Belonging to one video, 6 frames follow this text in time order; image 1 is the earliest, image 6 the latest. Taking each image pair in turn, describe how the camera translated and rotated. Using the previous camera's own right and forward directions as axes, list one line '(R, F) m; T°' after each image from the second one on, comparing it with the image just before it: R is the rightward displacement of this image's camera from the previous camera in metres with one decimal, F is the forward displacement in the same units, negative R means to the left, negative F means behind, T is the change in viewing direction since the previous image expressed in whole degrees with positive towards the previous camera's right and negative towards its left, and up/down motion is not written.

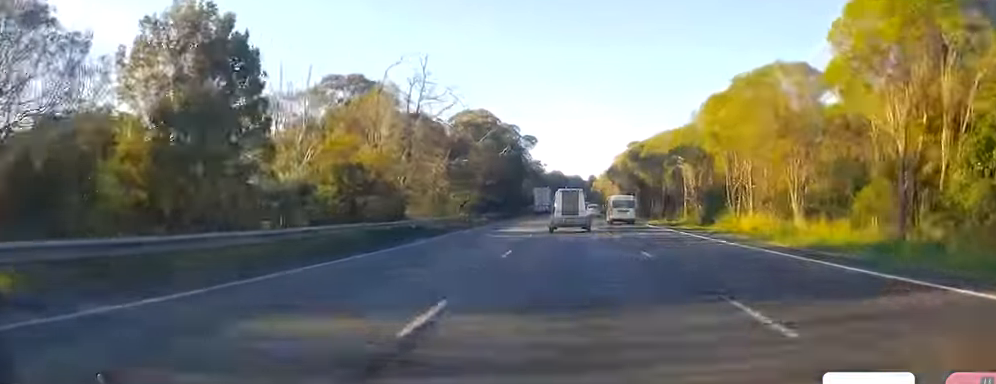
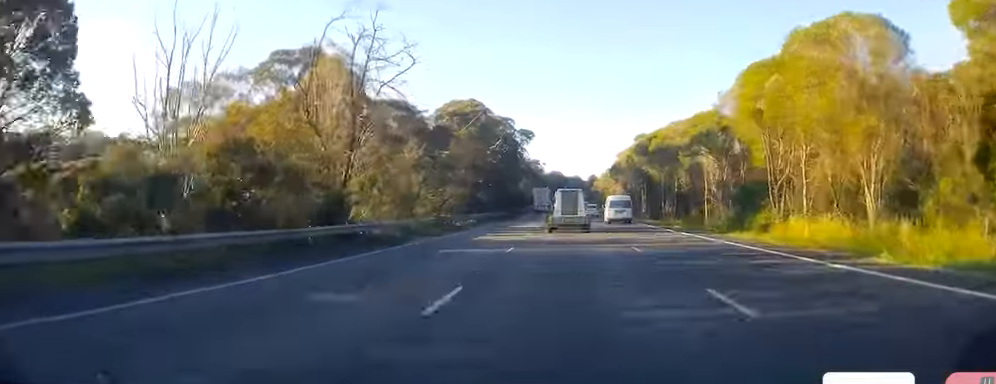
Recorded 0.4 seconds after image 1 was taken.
(-0.5, +10.4) m; -1°
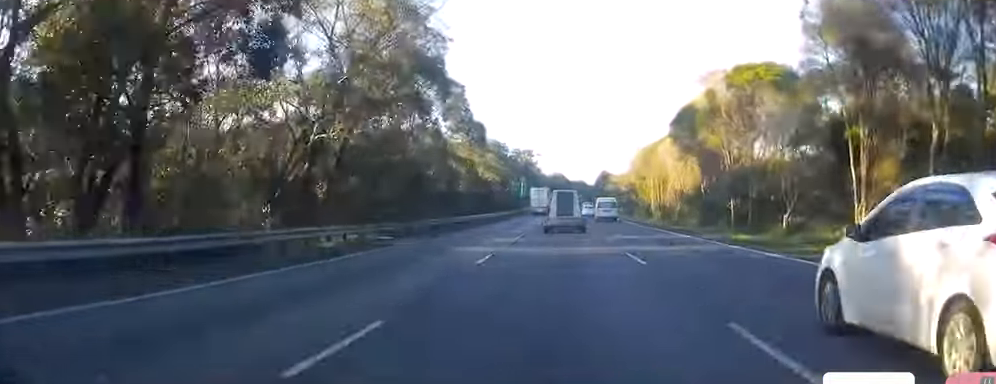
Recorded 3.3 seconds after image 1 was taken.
(+1.4, +76.0) m; +3°
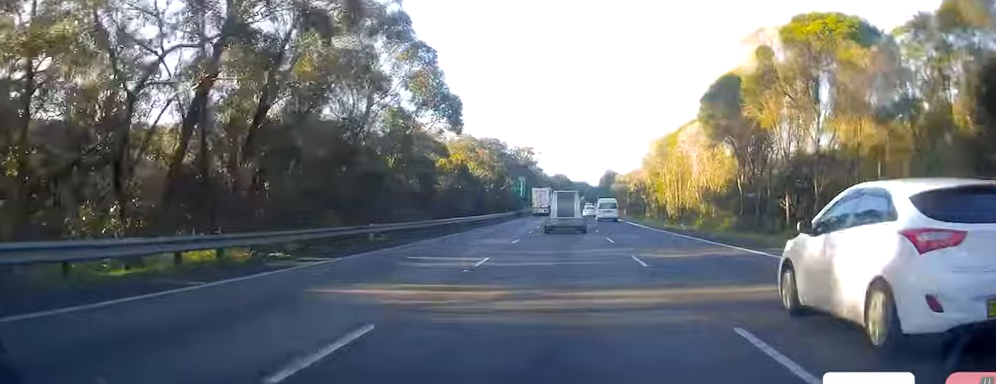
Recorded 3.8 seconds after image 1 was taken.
(-0.1, +12.3) m; +1°
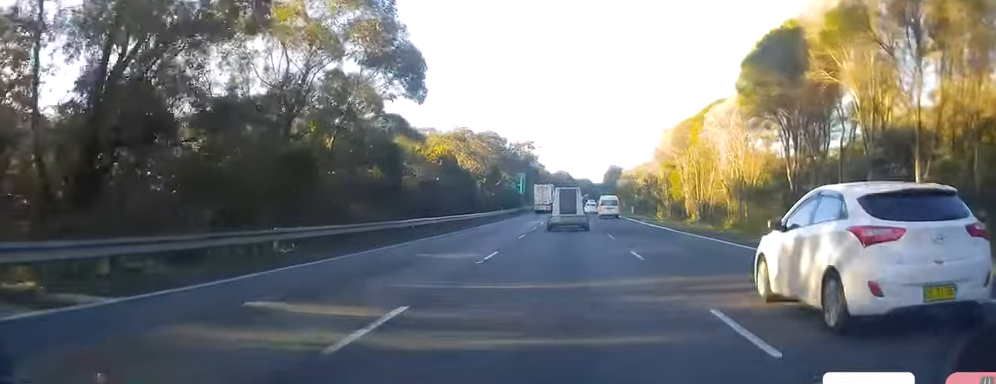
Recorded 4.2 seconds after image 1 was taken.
(+0.3, +10.6) m; 0°
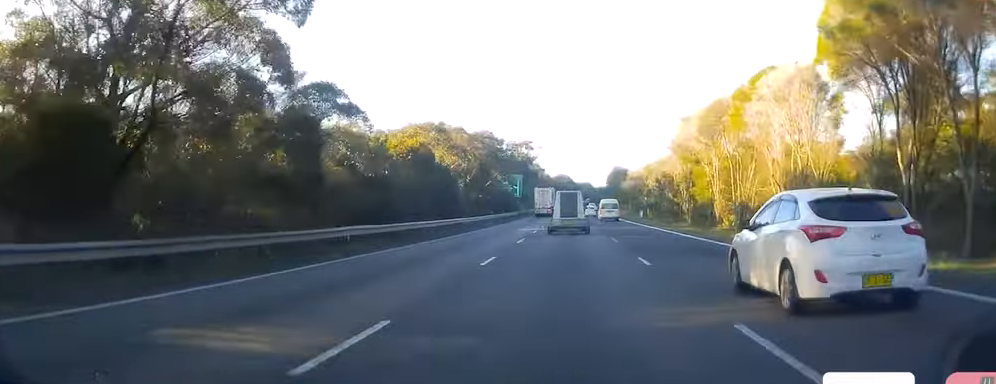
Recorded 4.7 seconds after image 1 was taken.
(+0.4, +13.3) m; 0°
